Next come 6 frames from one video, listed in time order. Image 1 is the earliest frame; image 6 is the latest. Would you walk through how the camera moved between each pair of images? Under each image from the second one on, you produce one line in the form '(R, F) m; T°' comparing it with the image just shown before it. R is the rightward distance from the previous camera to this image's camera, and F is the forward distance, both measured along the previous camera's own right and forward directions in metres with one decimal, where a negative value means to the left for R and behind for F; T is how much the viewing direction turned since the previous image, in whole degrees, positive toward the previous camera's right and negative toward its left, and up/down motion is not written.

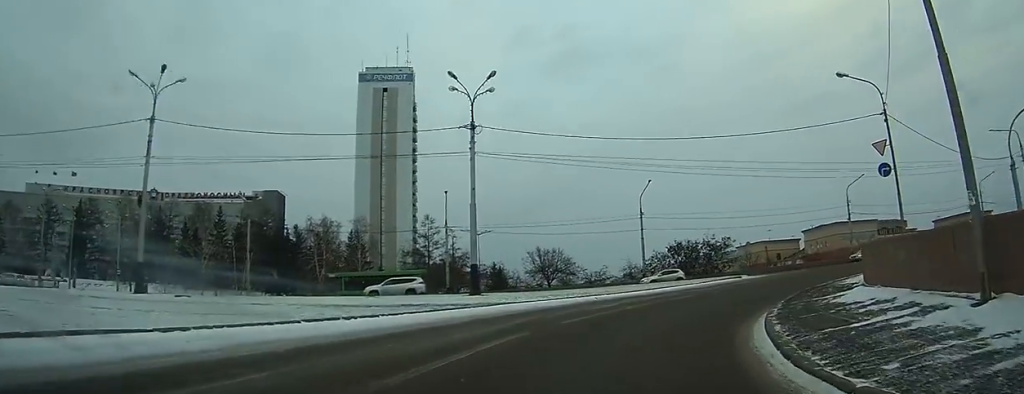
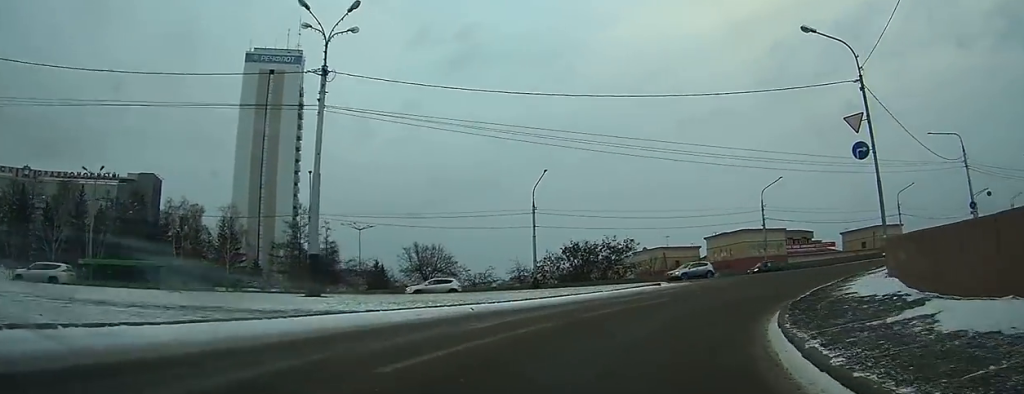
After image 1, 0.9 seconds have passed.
(+0.8, +7.8) m; +11°
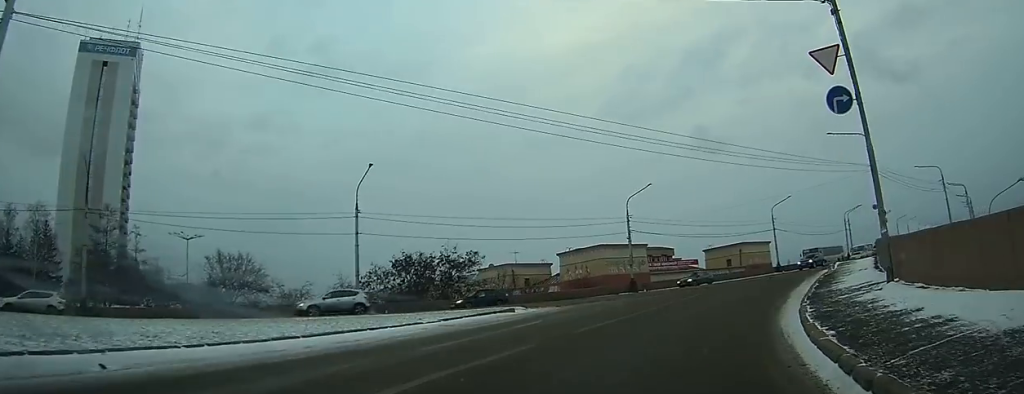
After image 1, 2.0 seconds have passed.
(+1.1, +9.3) m; +13°
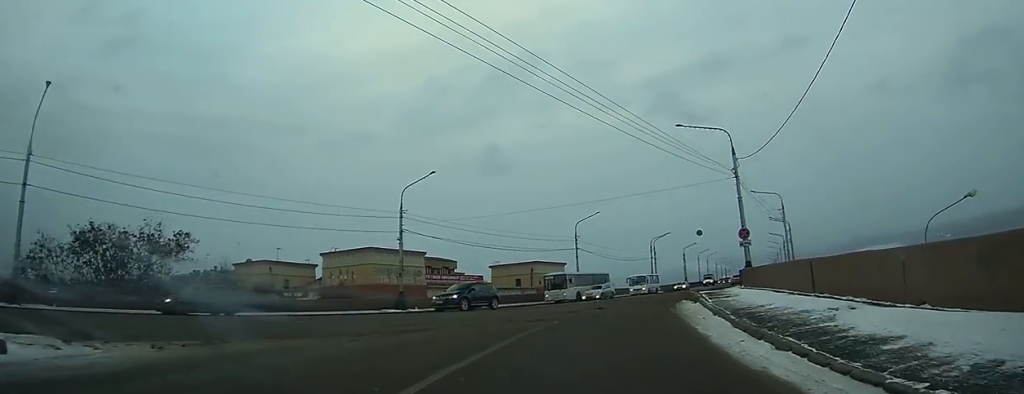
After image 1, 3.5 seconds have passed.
(+1.9, +12.8) m; +20°
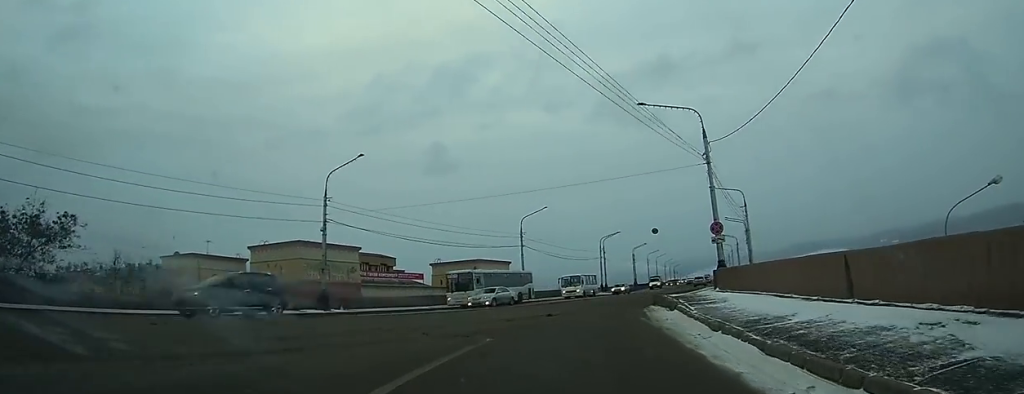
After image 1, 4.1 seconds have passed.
(+0.6, +5.2) m; +7°
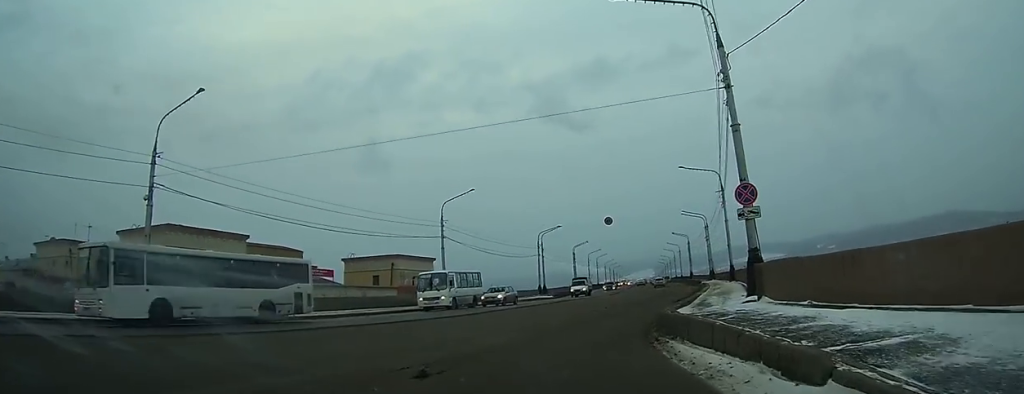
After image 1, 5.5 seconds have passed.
(+1.6, +13.2) m; +13°
